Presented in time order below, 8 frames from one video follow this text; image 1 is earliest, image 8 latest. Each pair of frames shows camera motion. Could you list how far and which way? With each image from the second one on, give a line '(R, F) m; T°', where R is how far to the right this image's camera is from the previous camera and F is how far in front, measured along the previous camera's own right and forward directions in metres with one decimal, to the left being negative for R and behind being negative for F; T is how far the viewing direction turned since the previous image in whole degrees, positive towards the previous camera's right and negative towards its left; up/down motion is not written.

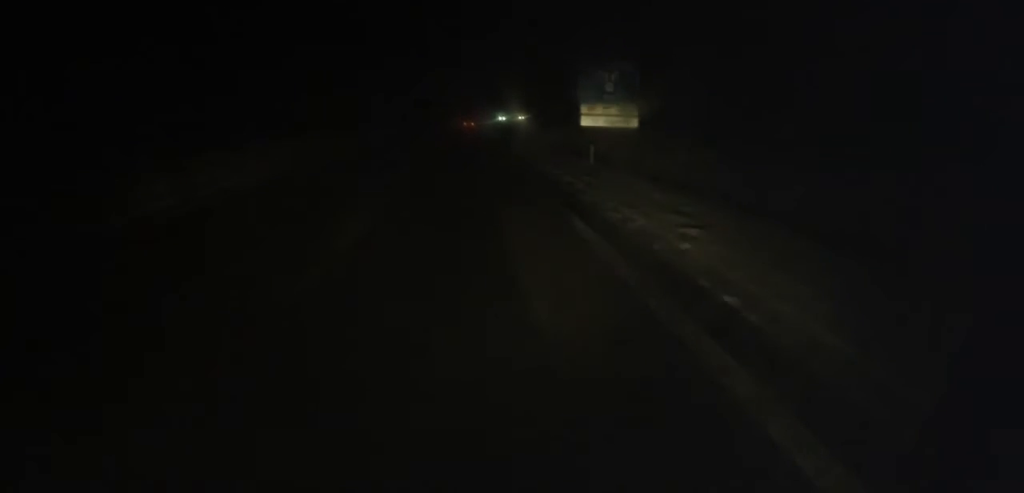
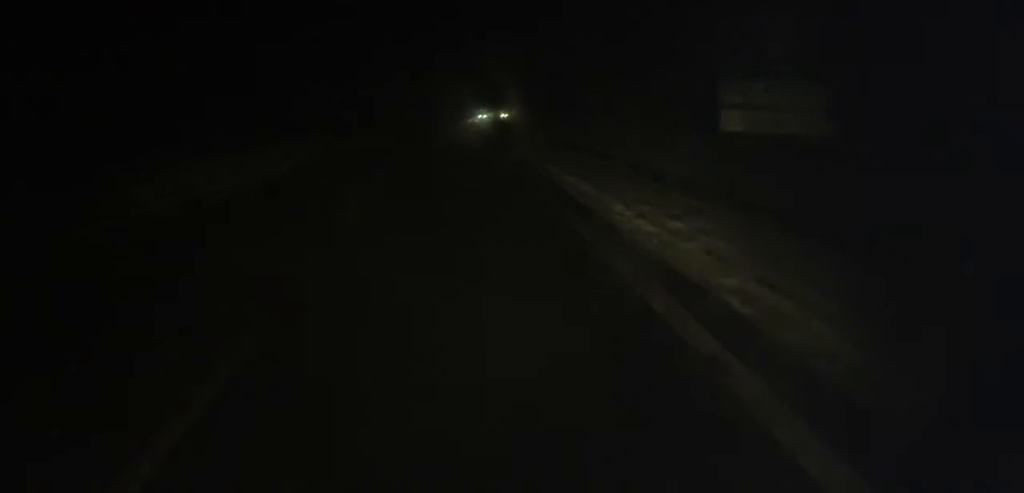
(+0.6, +26.3) m; +1°
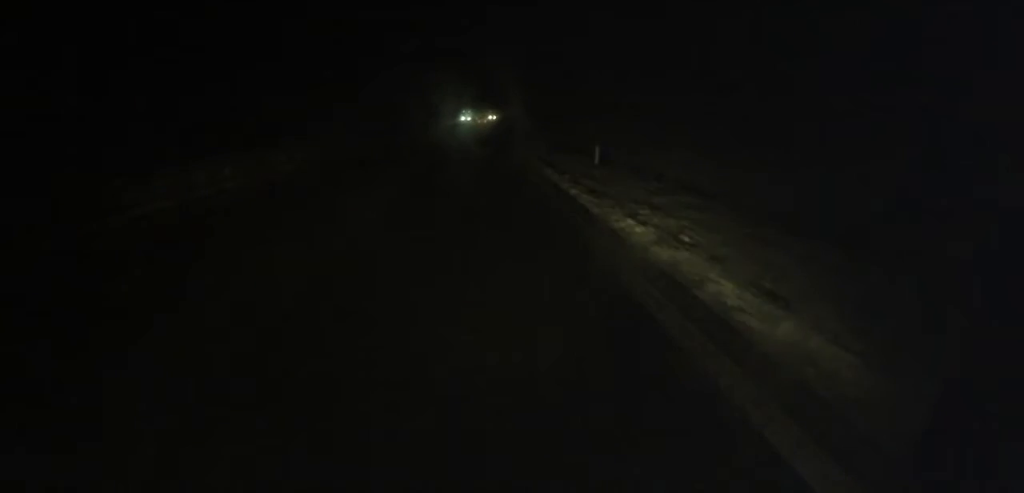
(-0.3, +24.9) m; -1°
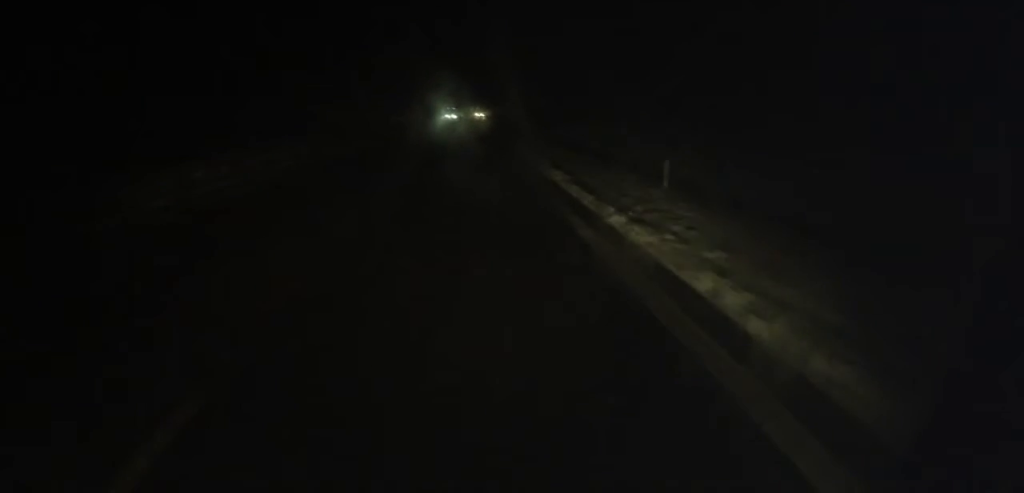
(0.0, +11.7) m; +1°
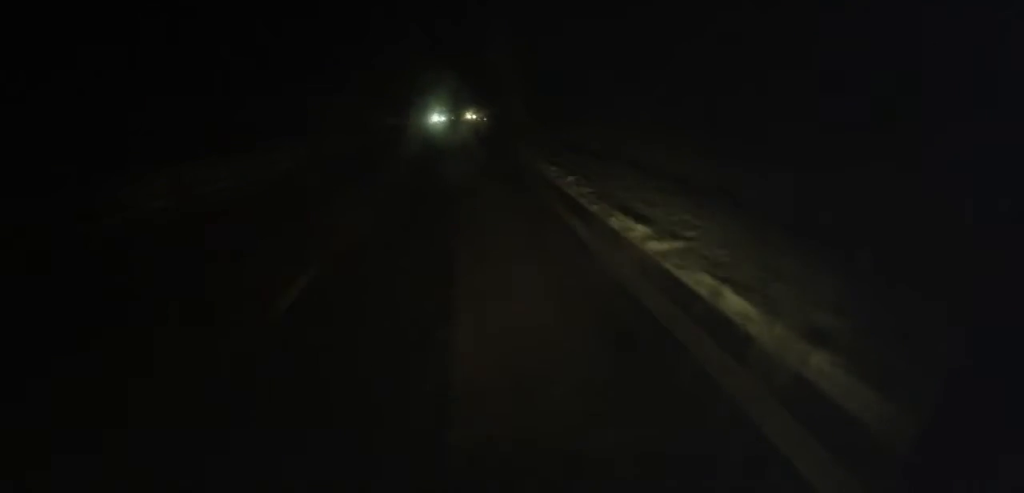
(-0.2, +10.2) m; +1°
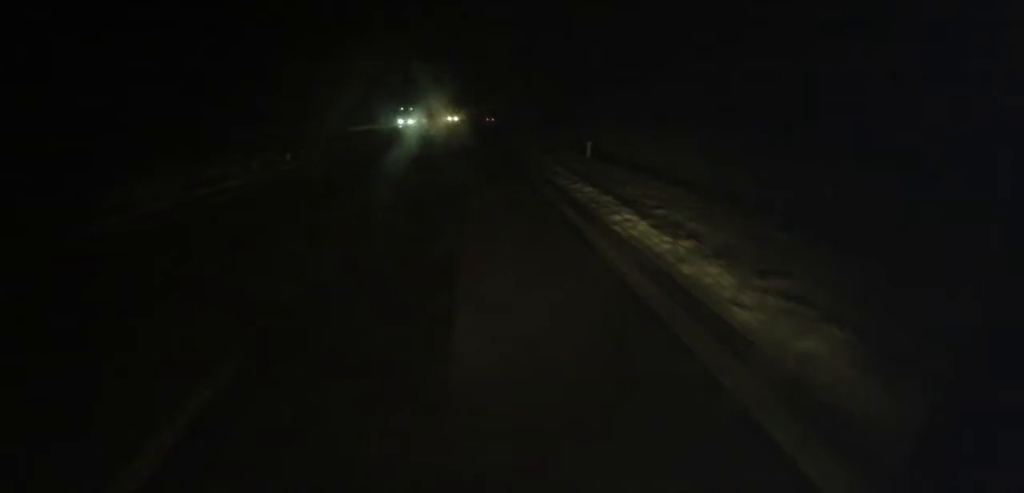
(+0.7, +24.7) m; +2°
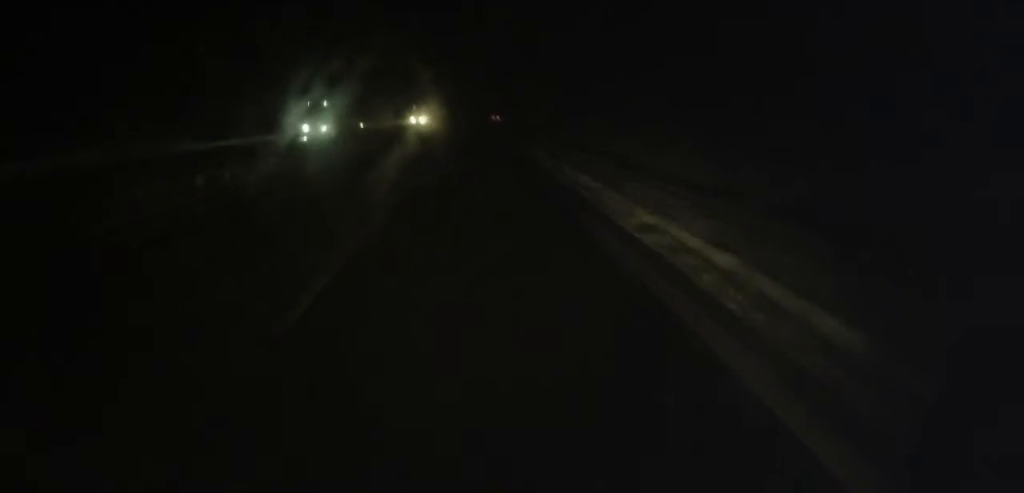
(0.0, +28.5) m; 0°
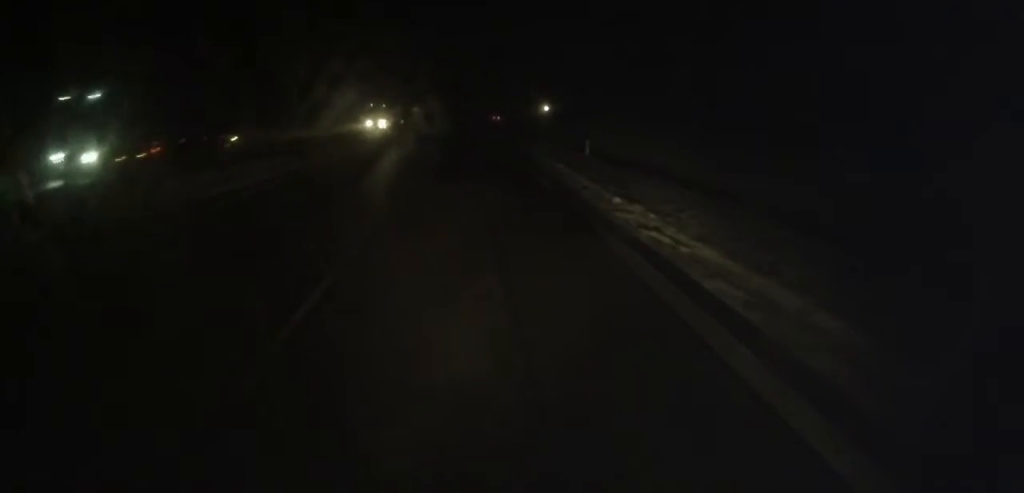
(+0.1, +19.2) m; 0°
